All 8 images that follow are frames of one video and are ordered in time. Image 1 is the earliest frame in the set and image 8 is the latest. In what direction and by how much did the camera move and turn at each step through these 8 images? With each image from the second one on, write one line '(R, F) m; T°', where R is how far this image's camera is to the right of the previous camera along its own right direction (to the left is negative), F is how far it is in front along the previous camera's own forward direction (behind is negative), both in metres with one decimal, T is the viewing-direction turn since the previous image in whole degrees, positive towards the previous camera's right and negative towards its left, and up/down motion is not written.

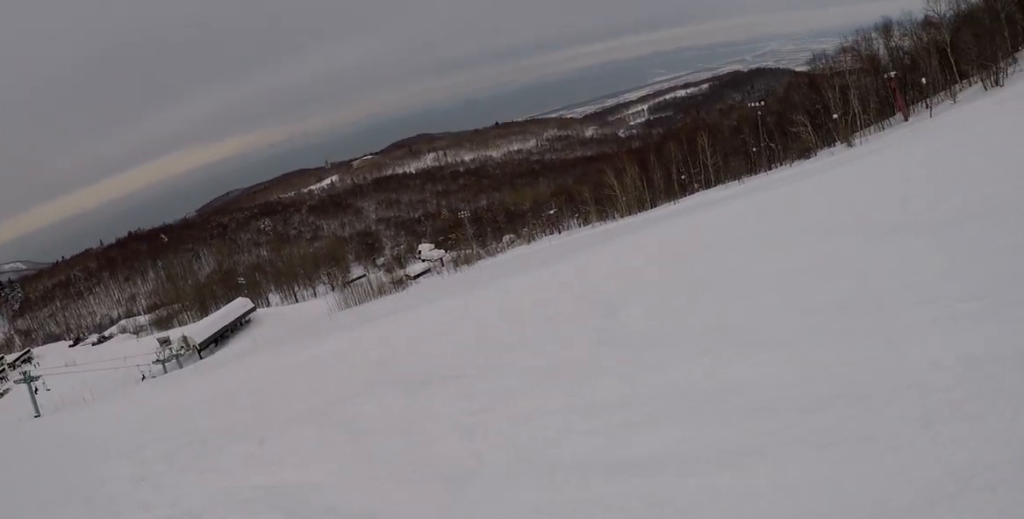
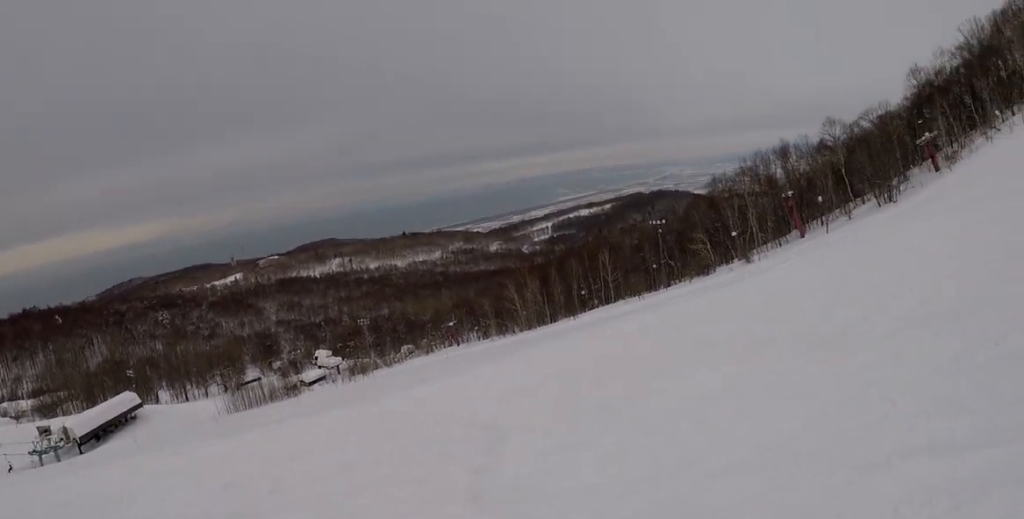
(+0.8, +2.0) m; +7°
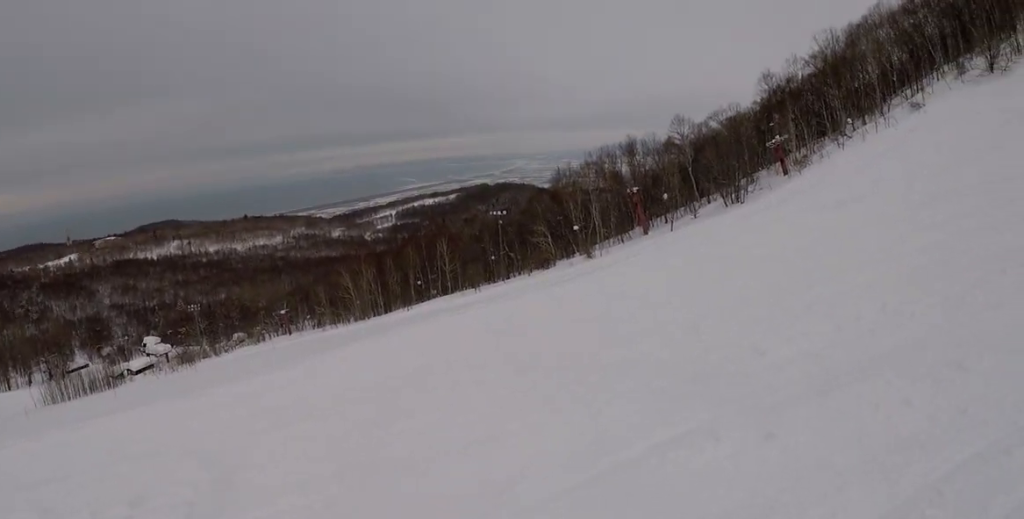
(+0.4, +3.8) m; 0°
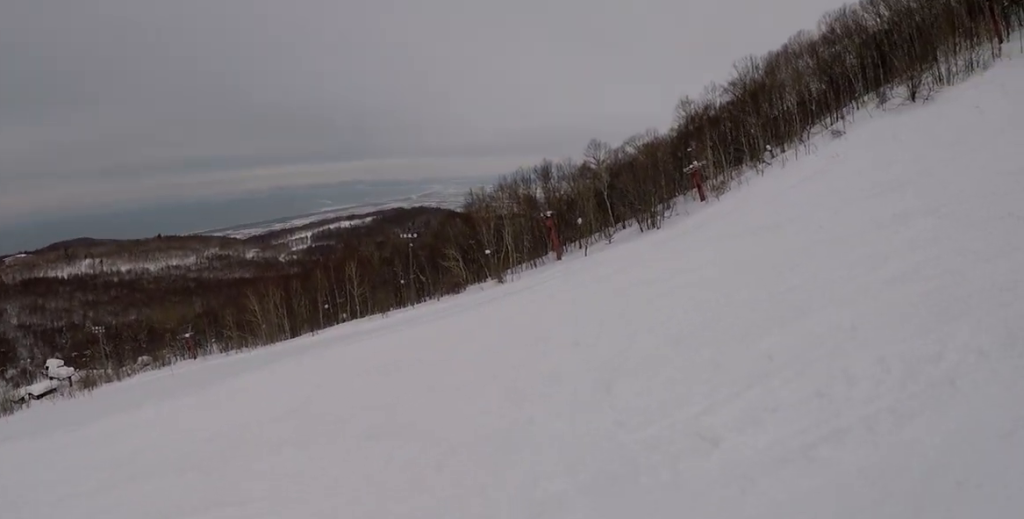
(-0.1, +2.8) m; -9°
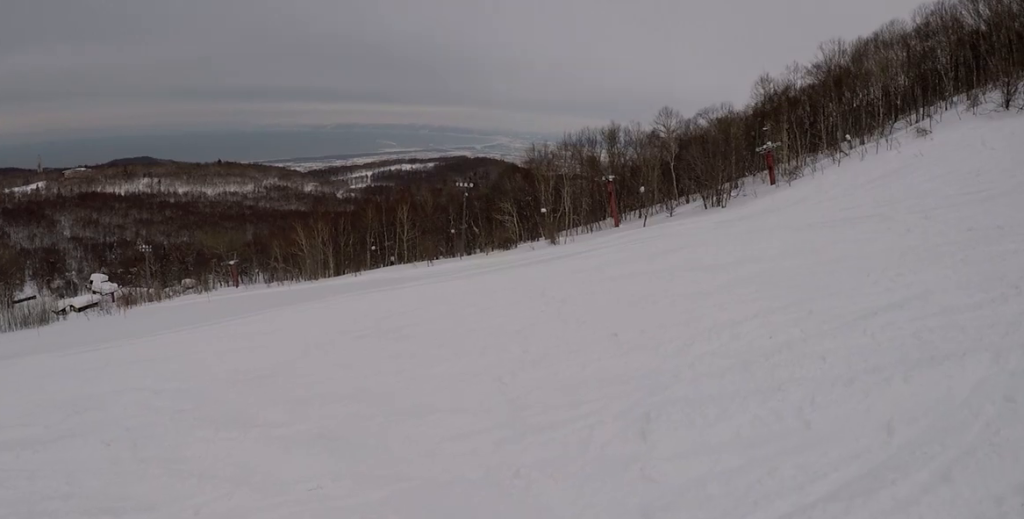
(-0.2, +2.2) m; -16°
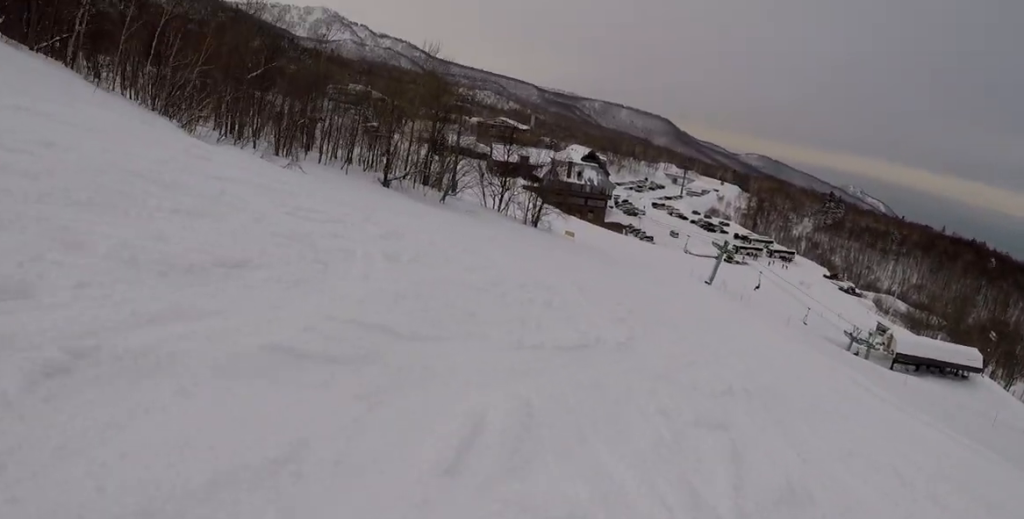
(-7.7, +6.9) m; -79°
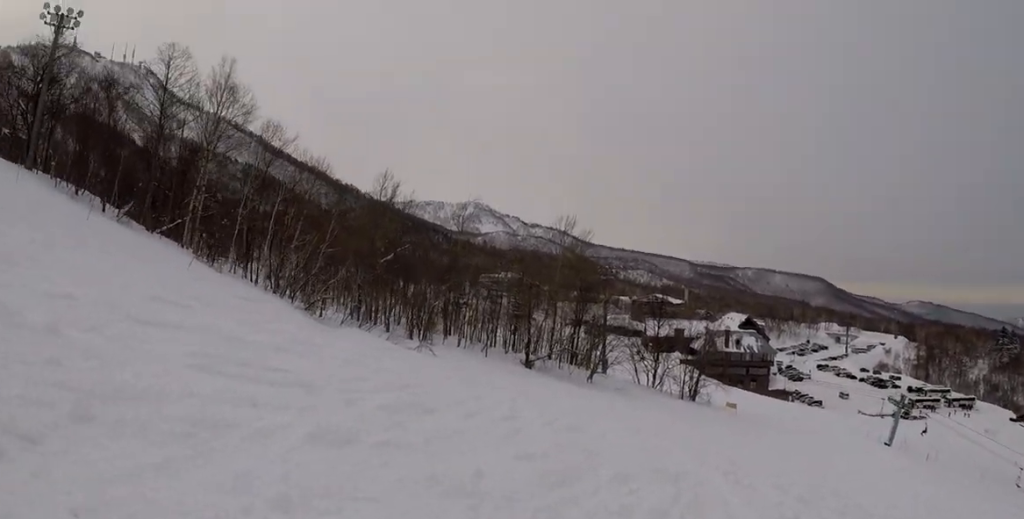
(-0.7, +5.0) m; -15°
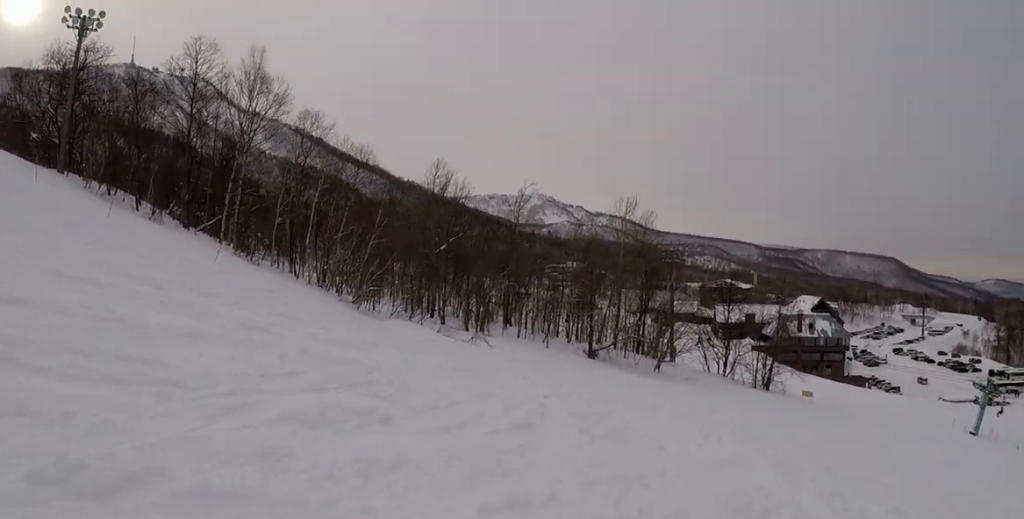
(-0.4, +3.0) m; -8°
